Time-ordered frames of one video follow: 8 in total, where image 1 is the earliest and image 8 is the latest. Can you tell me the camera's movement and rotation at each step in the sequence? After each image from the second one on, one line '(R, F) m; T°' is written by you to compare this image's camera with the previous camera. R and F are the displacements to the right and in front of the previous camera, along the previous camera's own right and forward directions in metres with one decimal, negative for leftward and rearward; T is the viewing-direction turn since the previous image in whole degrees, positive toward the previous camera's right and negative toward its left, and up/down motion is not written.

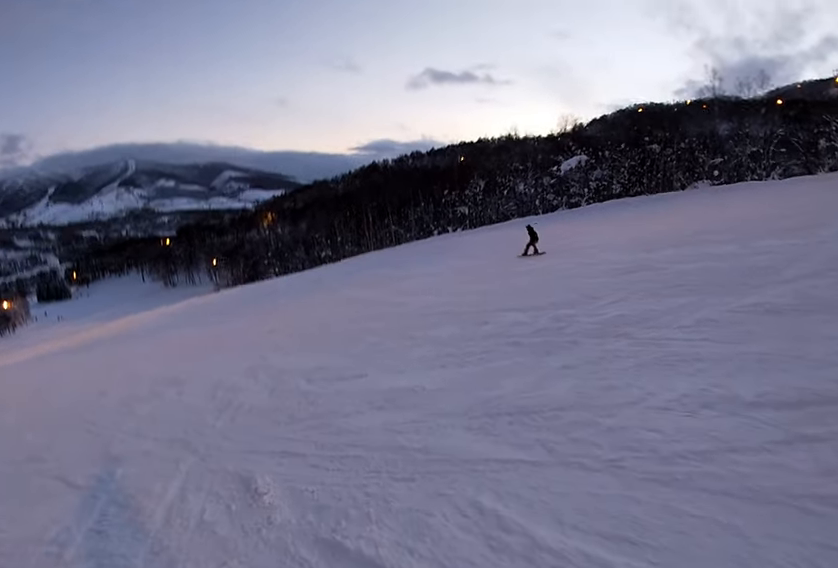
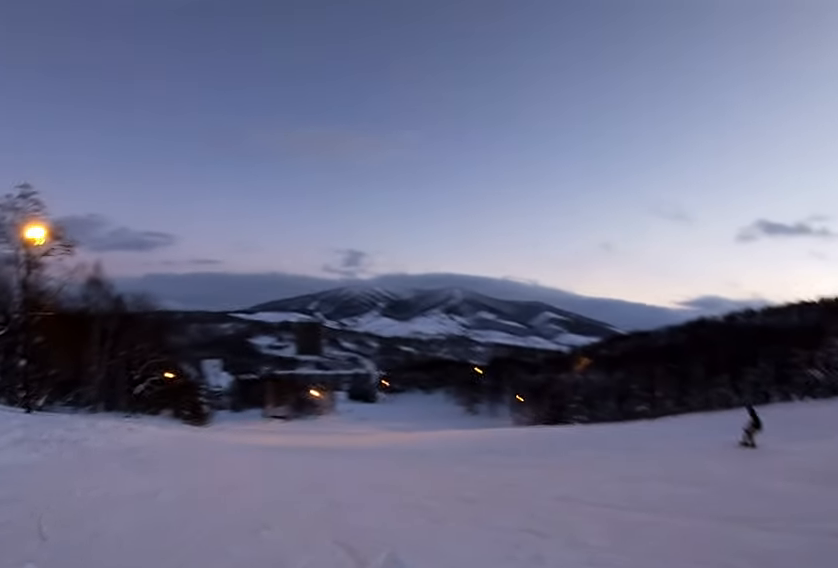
(-0.3, +5.3) m; -11°
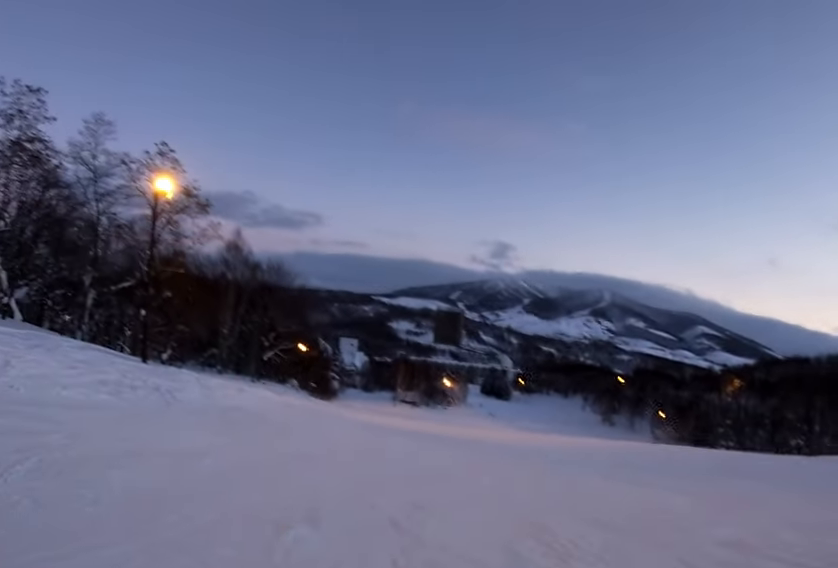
(0.0, +2.2) m; -8°
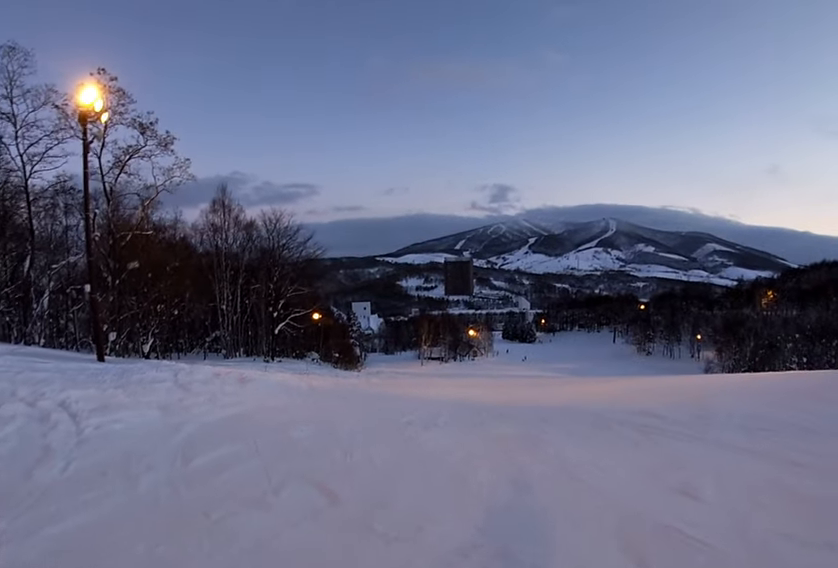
(-1.8, +9.2) m; -2°
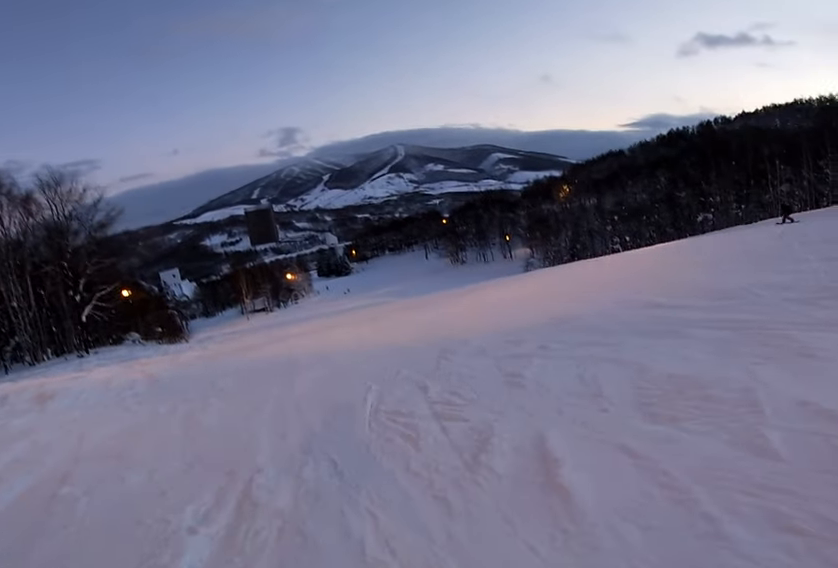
(+0.9, +5.0) m; +14°
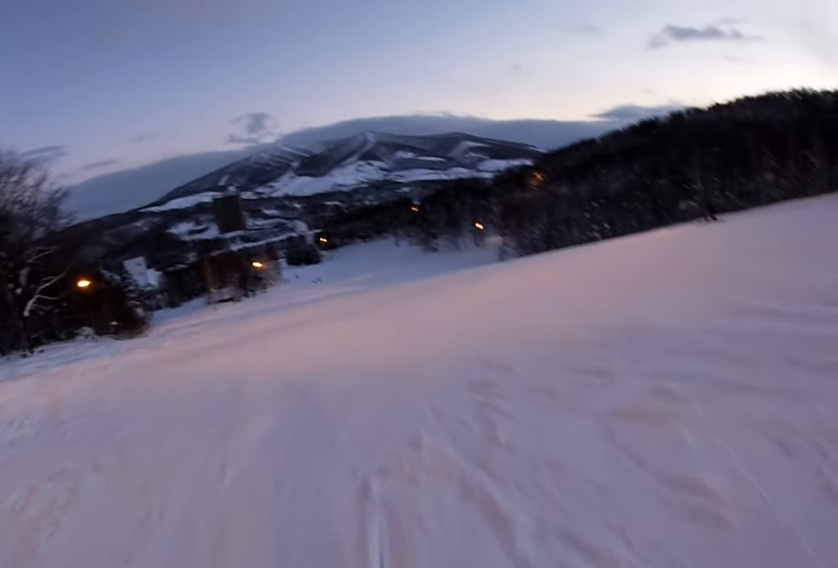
(+0.4, +3.4) m; +2°
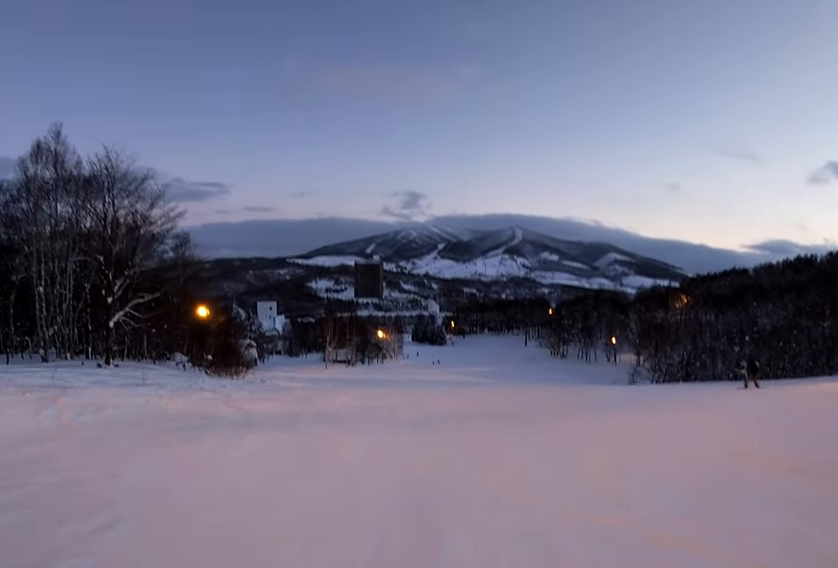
(-0.5, +4.8) m; -10°
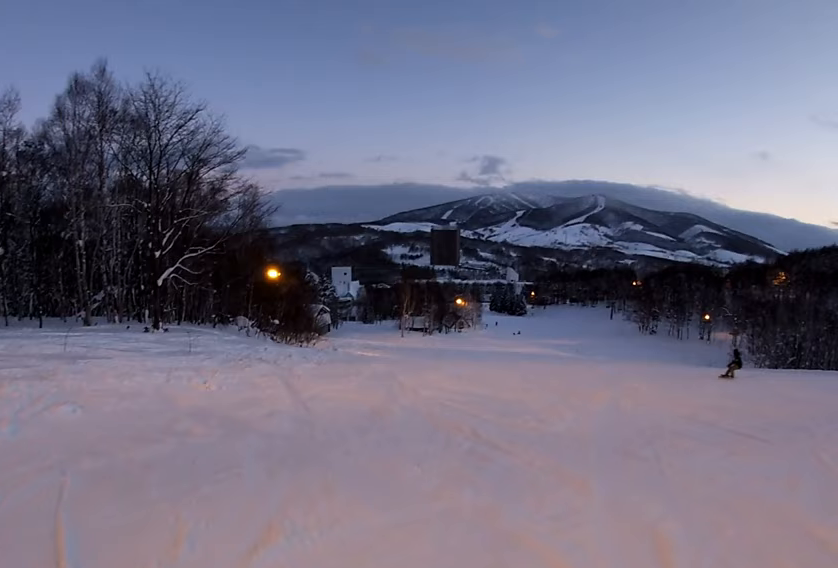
(-0.6, +6.2) m; -6°
